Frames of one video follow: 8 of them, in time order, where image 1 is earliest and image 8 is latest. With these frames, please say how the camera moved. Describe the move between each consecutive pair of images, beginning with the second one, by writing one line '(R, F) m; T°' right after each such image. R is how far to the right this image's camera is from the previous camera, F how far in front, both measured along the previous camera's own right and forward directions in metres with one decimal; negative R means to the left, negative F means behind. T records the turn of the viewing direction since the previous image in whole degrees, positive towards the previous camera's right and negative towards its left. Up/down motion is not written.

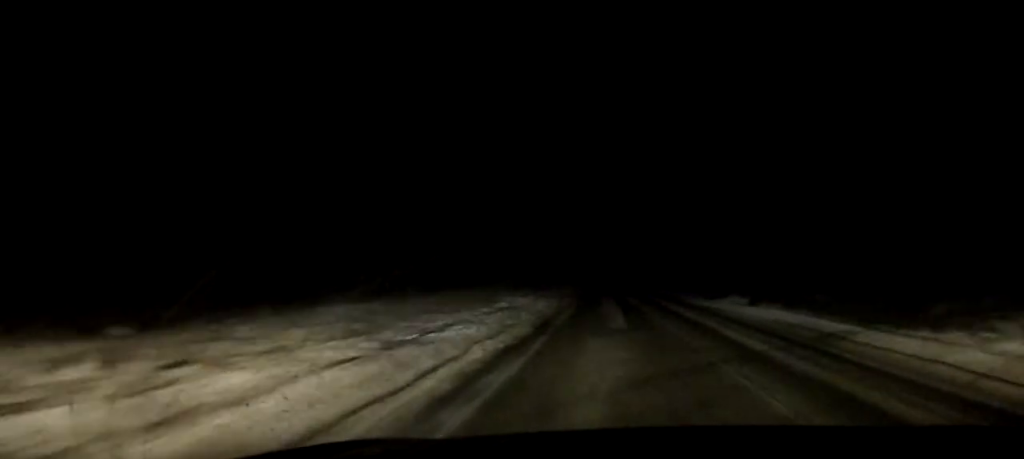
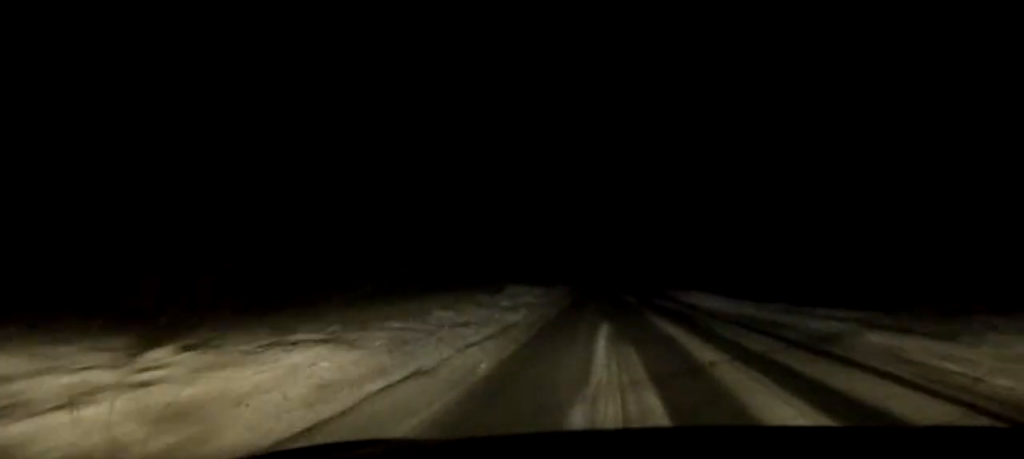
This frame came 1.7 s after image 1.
(0.0, +36.3) m; 0°
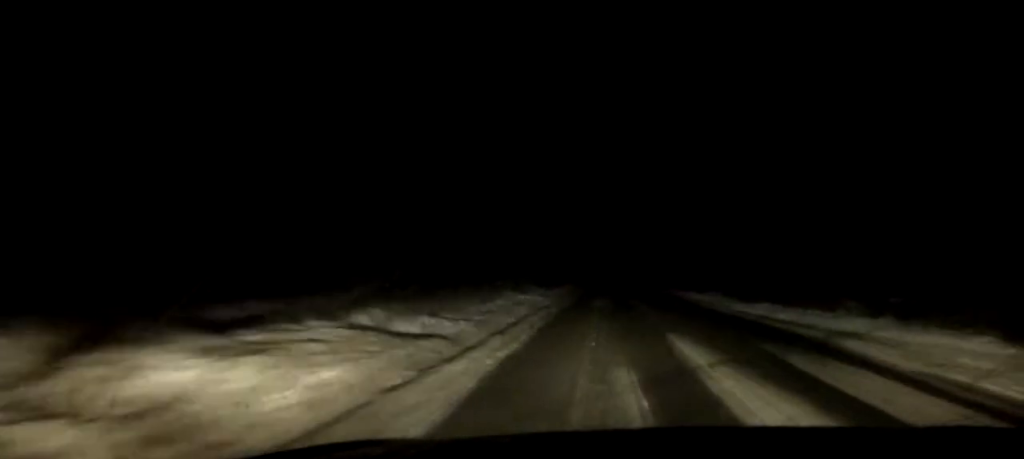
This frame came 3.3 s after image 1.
(0.0, +37.1) m; 0°
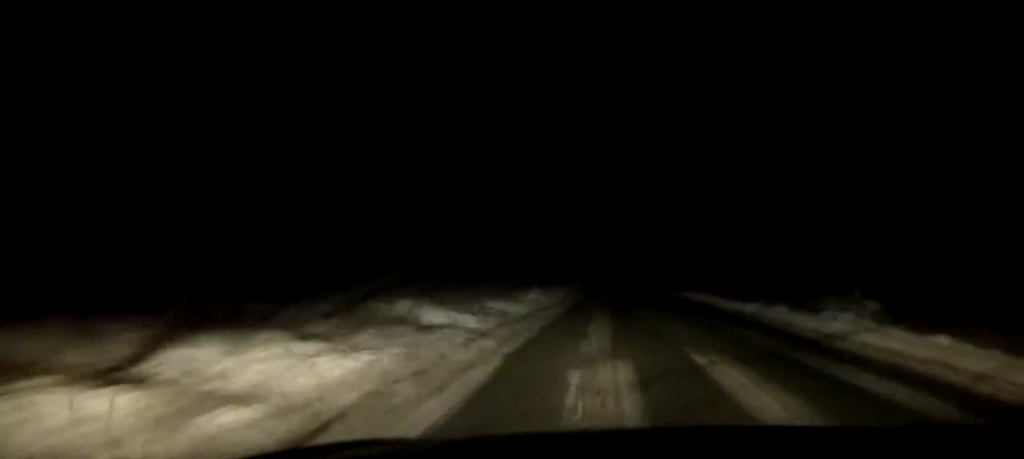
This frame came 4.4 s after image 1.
(0.0, +24.2) m; 0°
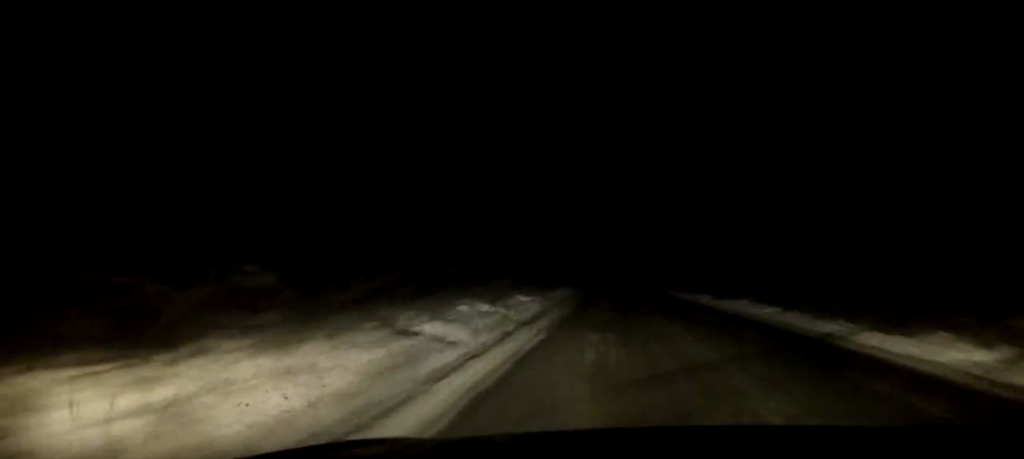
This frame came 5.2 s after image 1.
(0.0, +18.5) m; 0°
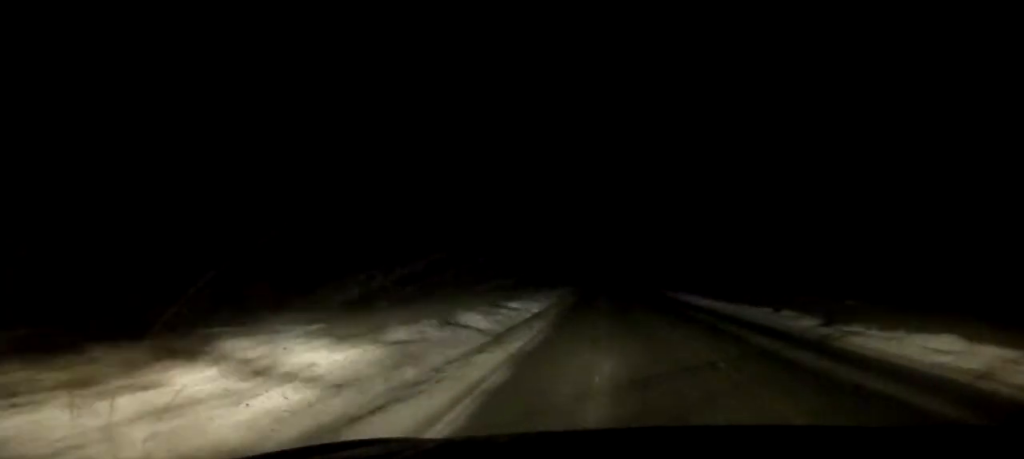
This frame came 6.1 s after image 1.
(0.0, +21.4) m; 0°
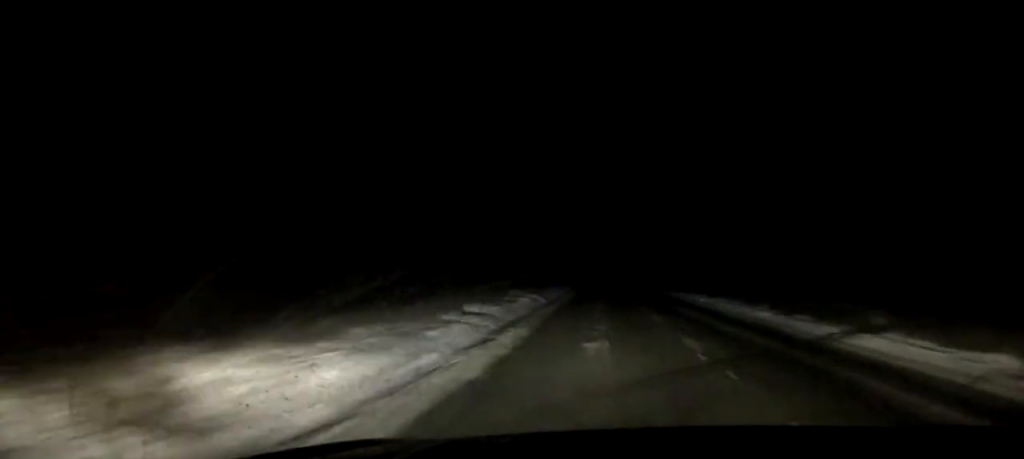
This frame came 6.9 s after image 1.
(0.0, +18.8) m; 0°
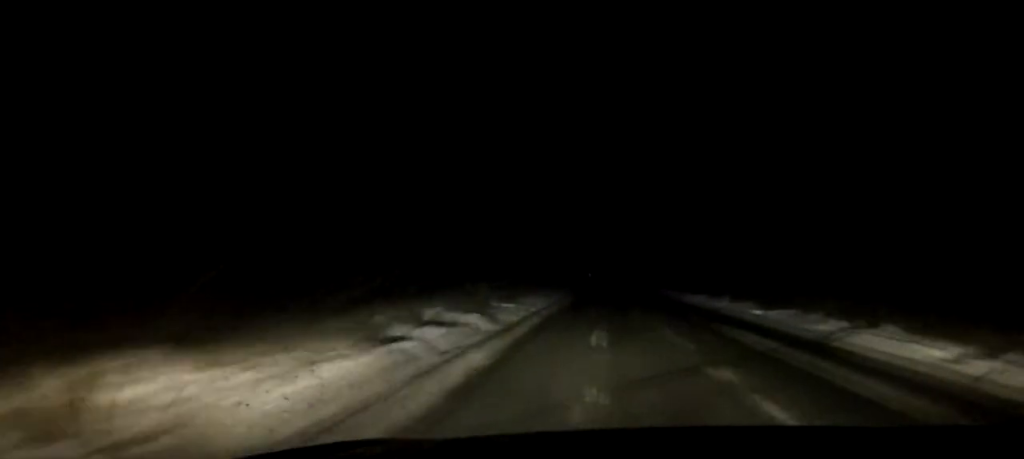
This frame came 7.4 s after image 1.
(+0.1, +14.1) m; 0°
